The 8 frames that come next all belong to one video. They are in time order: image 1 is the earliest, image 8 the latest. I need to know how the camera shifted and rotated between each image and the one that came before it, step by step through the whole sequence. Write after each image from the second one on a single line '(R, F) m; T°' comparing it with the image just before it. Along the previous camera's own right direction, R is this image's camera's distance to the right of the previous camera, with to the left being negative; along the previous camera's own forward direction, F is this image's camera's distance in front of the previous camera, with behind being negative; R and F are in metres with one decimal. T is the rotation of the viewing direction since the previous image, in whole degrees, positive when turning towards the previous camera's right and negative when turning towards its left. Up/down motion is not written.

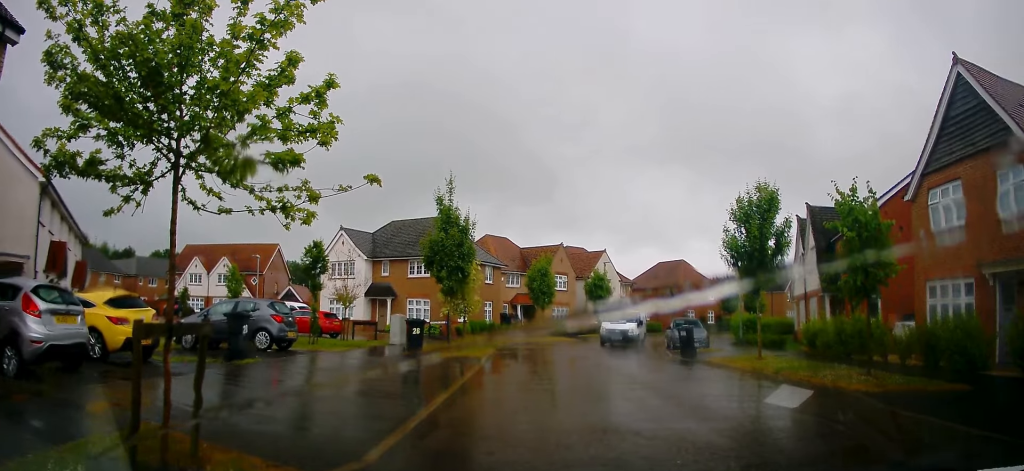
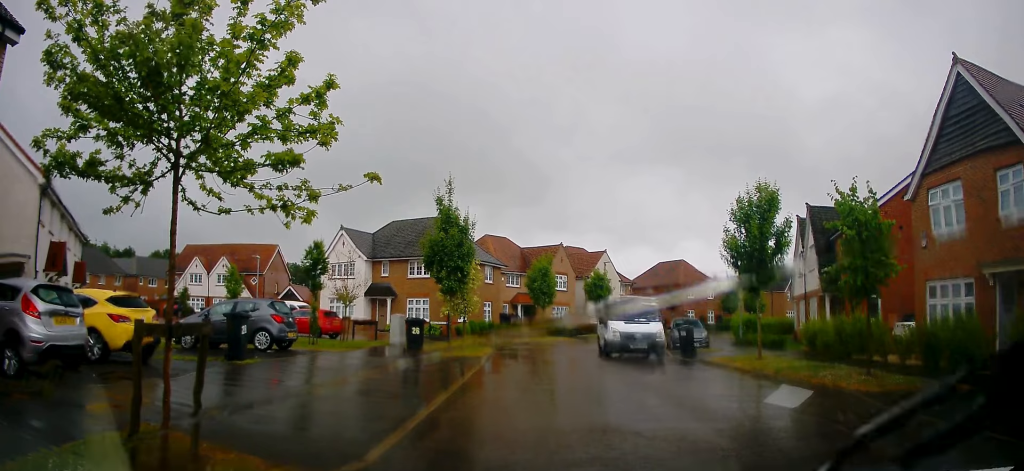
(0.0, 0.0) m; 0°
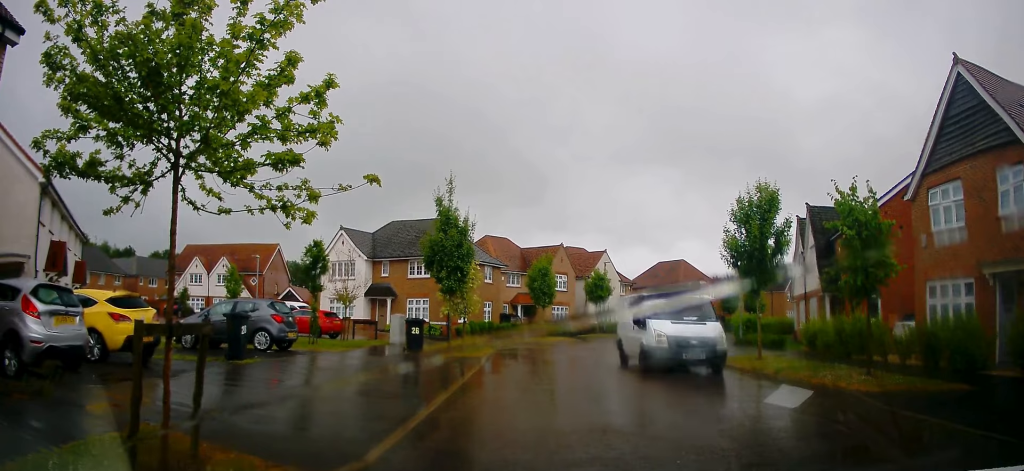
(0.0, 0.0) m; 0°
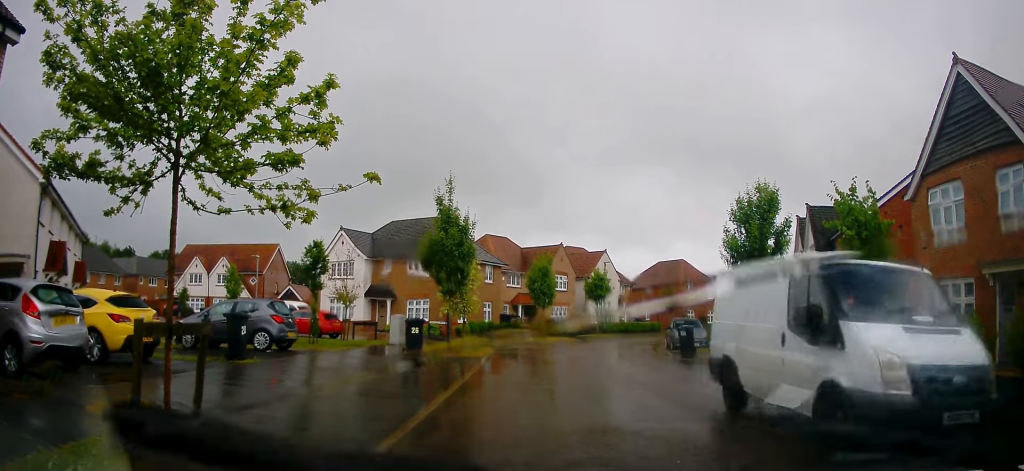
(0.0, 0.0) m; 0°
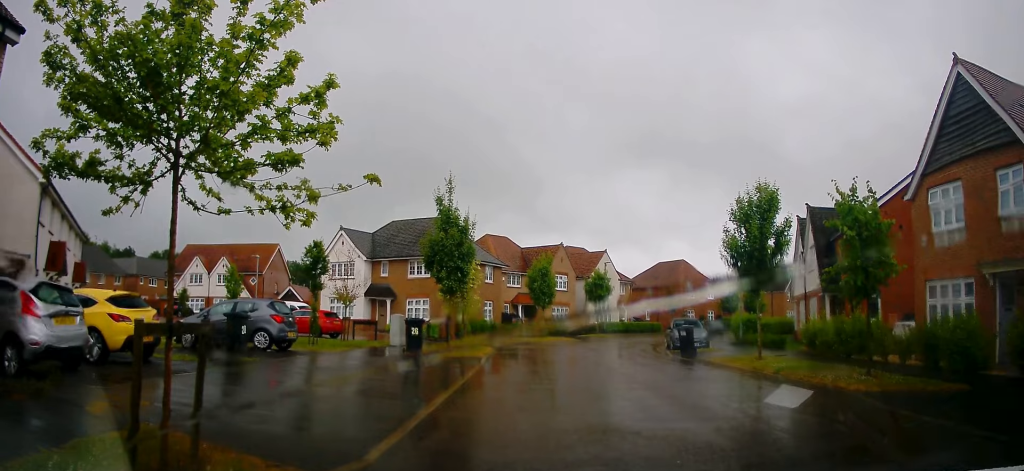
(0.0, 0.0) m; 0°
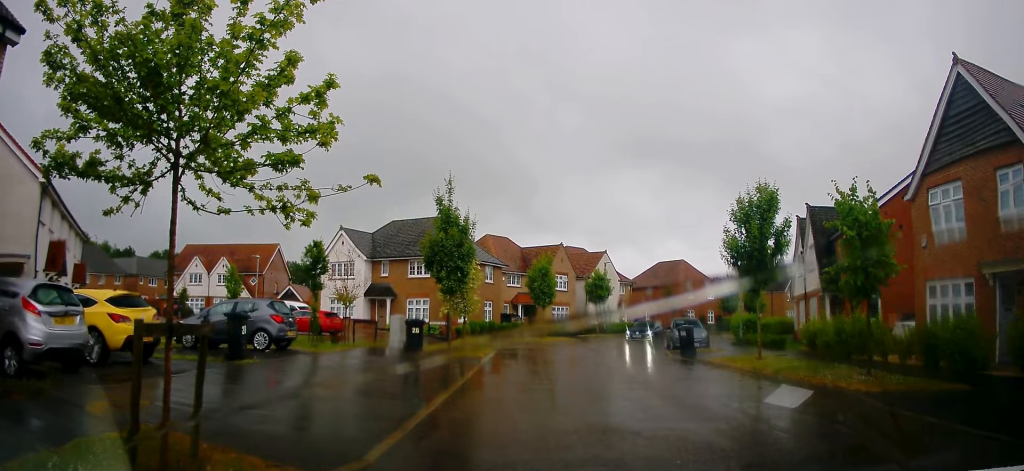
(0.0, 0.0) m; 0°
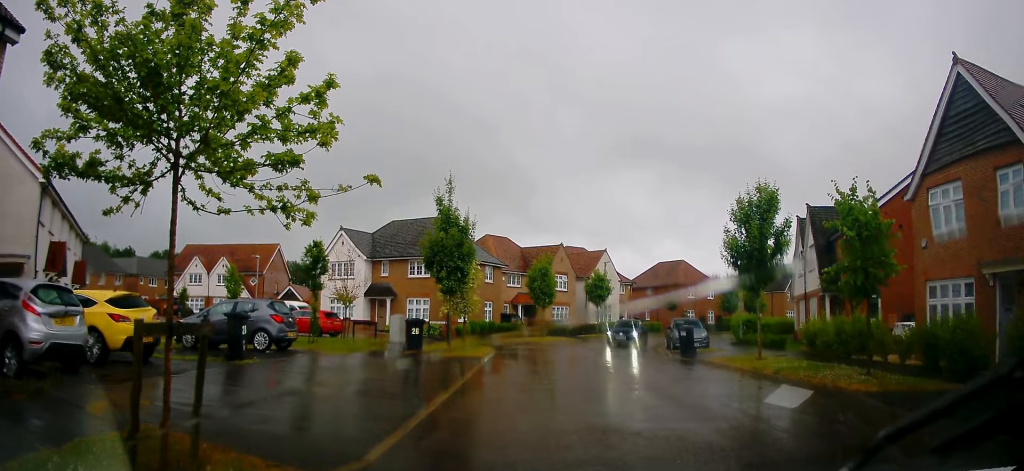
(0.0, 0.0) m; 0°
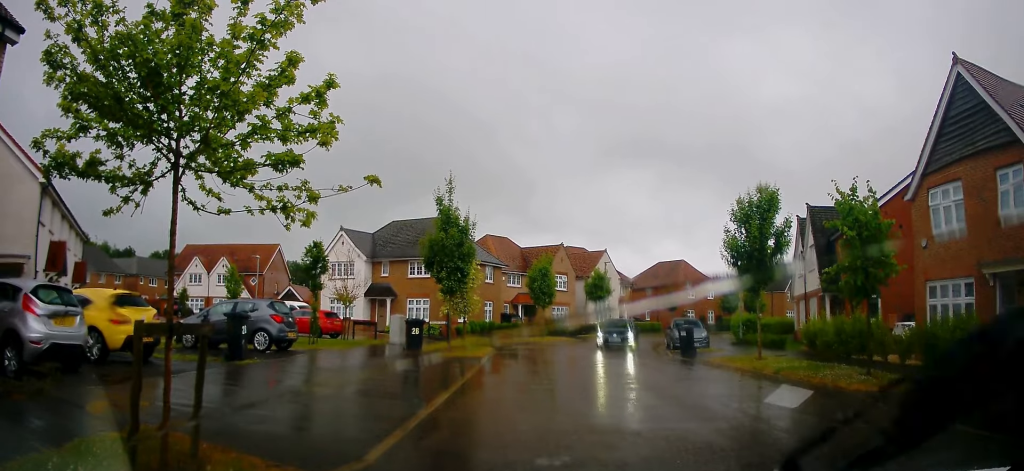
(0.0, 0.0) m; 0°
